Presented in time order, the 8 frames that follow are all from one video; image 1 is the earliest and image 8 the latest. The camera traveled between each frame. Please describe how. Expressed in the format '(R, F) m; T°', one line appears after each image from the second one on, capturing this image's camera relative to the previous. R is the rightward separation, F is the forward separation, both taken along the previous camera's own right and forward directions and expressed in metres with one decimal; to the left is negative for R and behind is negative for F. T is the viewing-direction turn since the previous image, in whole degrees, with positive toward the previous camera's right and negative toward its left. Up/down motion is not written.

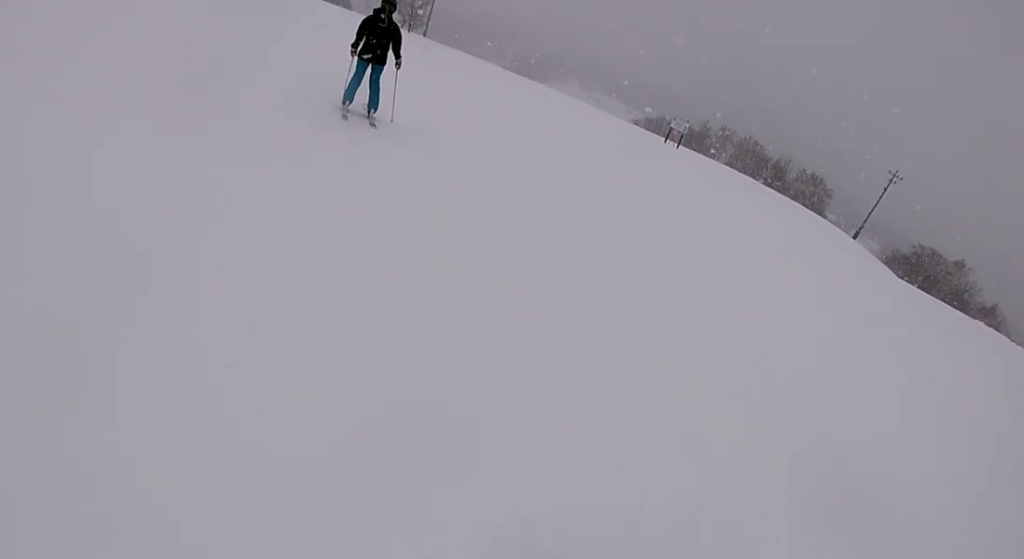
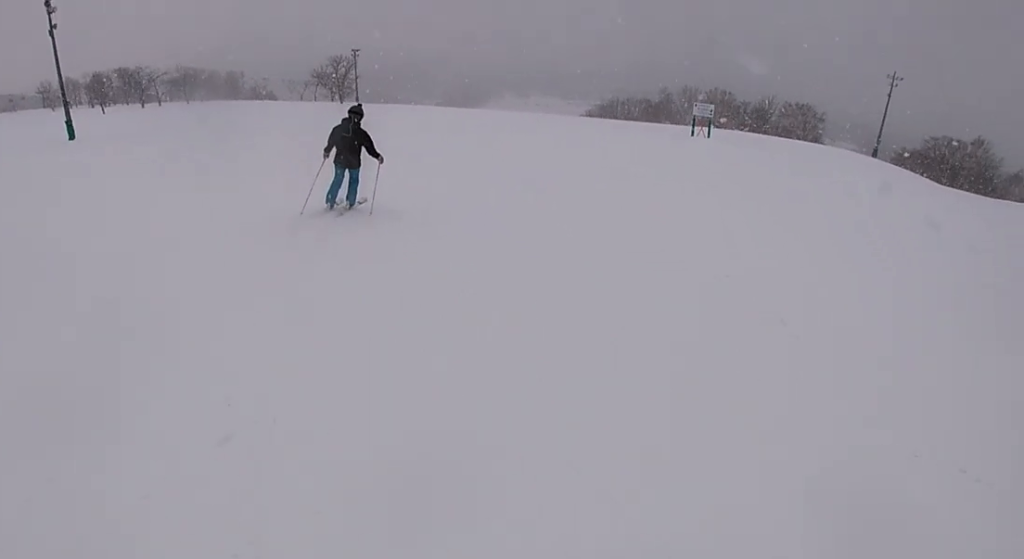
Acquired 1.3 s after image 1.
(-1.5, +11.8) m; +2°
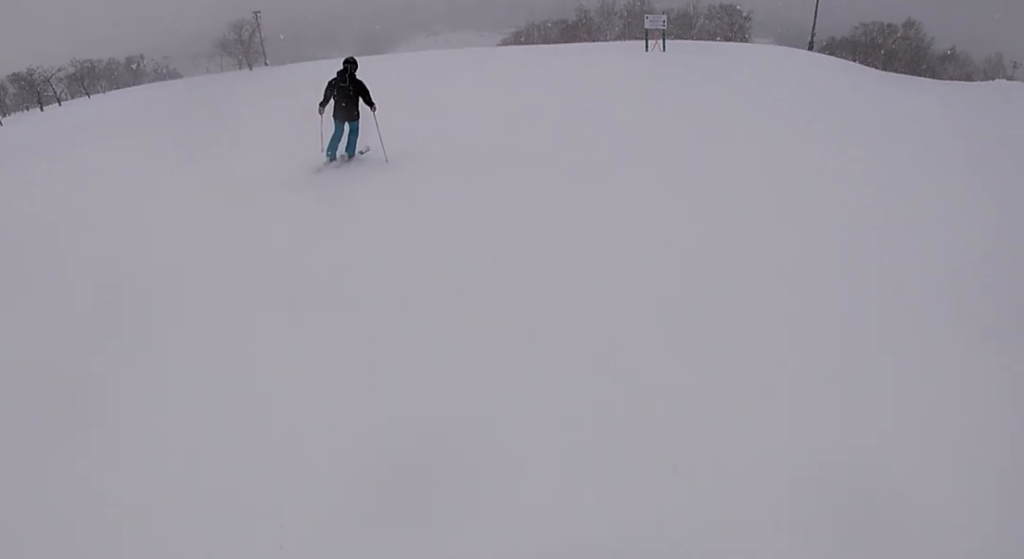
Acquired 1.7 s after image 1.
(-0.1, +4.0) m; +7°
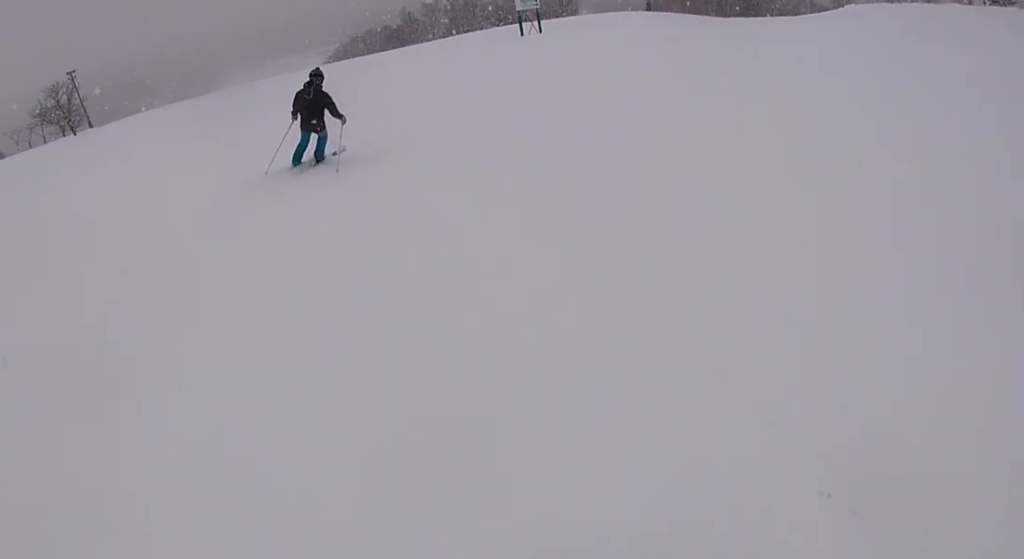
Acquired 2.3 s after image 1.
(+0.9, +5.6) m; +8°
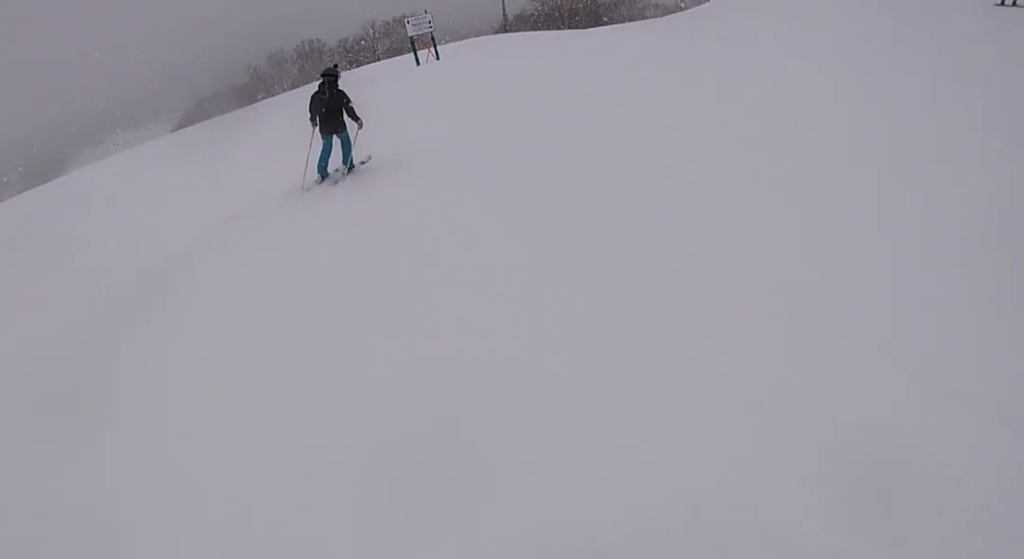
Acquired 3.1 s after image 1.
(+0.6, +6.5) m; +4°
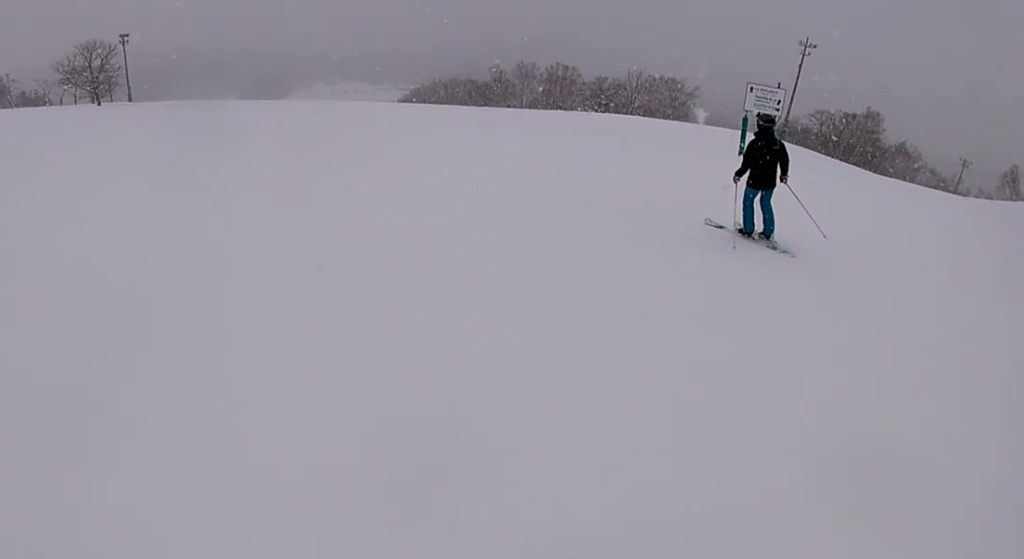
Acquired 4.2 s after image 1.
(-0.4, +10.1) m; -9°
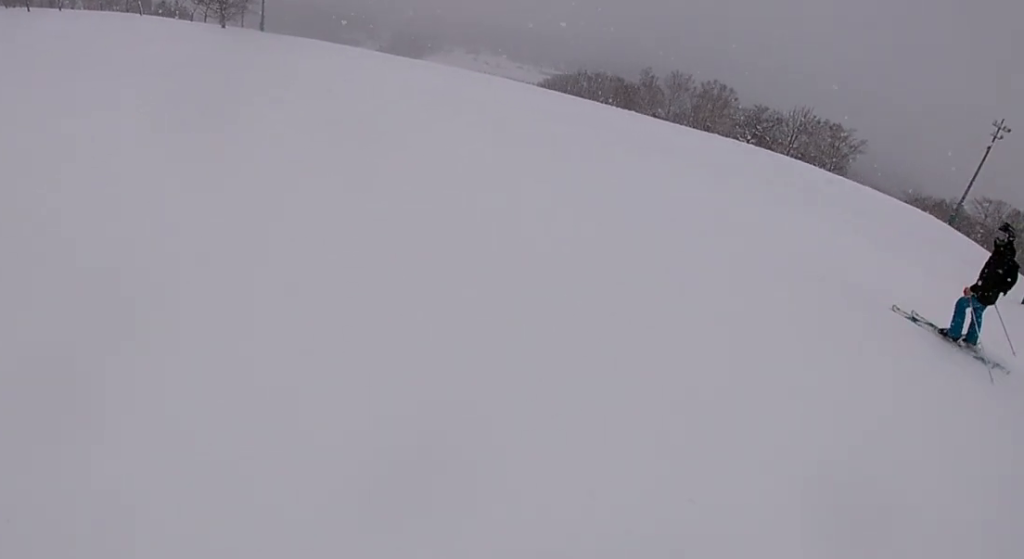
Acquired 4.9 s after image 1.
(-0.6, +6.9) m; -9°
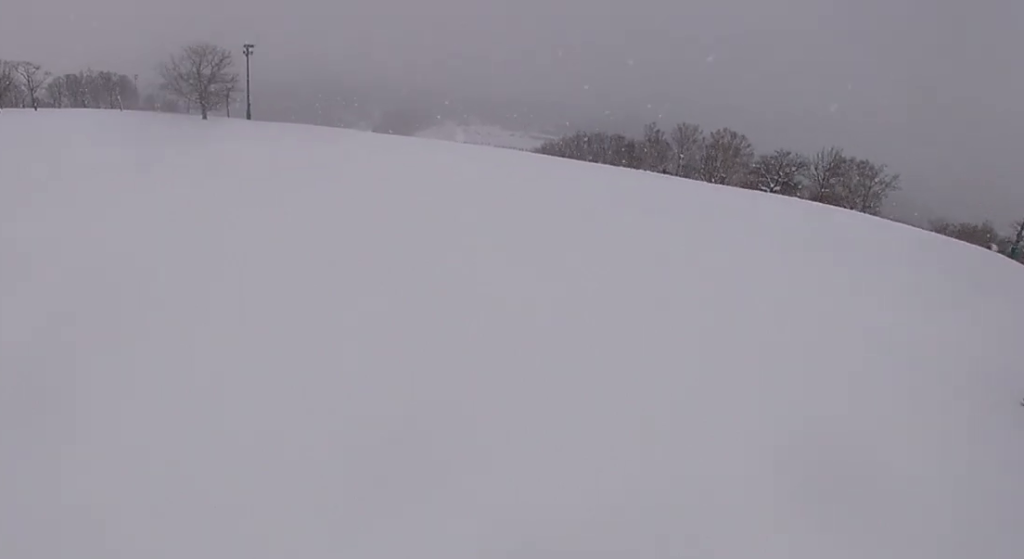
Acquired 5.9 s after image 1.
(-0.7, +9.0) m; -10°
